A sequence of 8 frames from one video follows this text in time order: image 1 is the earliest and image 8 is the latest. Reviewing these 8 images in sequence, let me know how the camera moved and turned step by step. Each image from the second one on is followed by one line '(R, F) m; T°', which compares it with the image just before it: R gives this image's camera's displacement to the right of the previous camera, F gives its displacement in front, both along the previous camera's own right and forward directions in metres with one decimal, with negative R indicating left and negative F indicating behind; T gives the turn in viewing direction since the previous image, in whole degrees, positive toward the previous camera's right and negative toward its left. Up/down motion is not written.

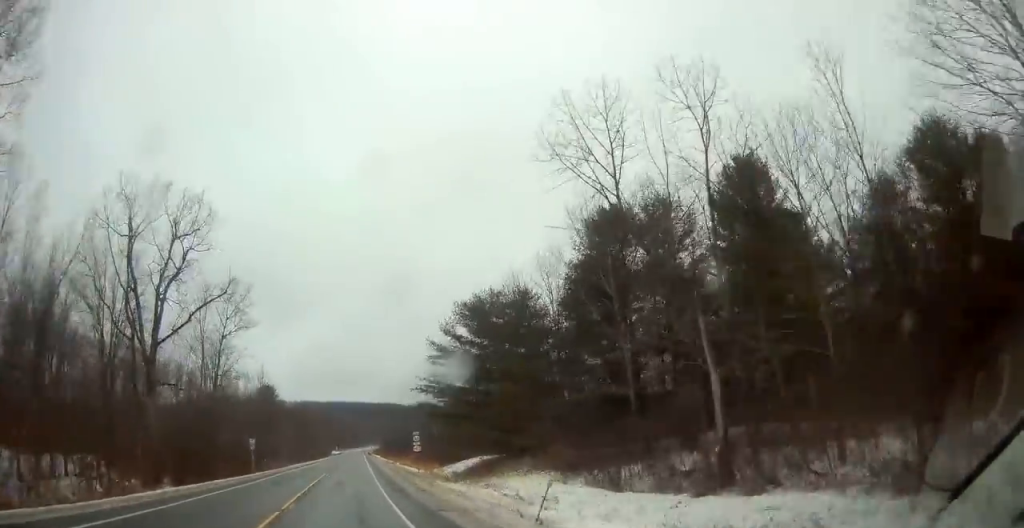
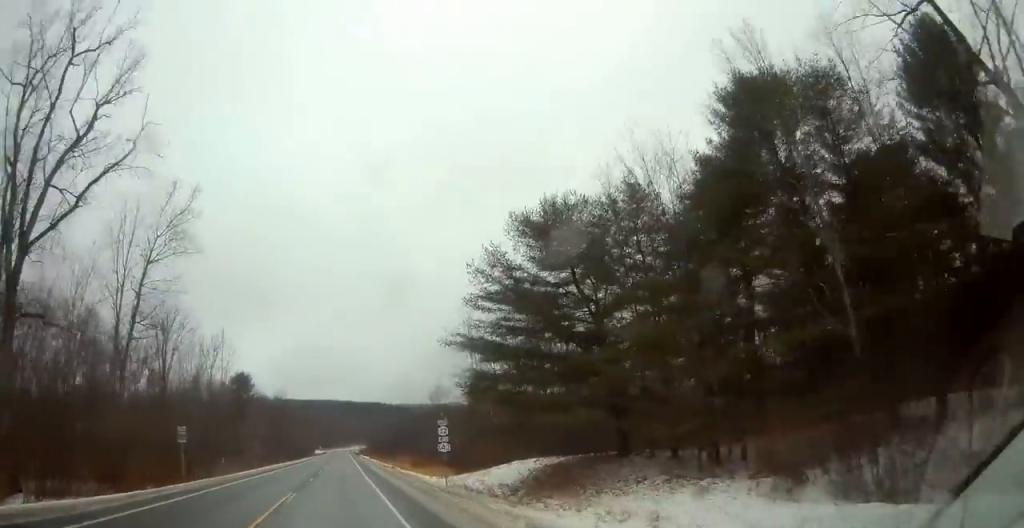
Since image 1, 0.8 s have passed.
(+0.4, +20.4) m; +1°
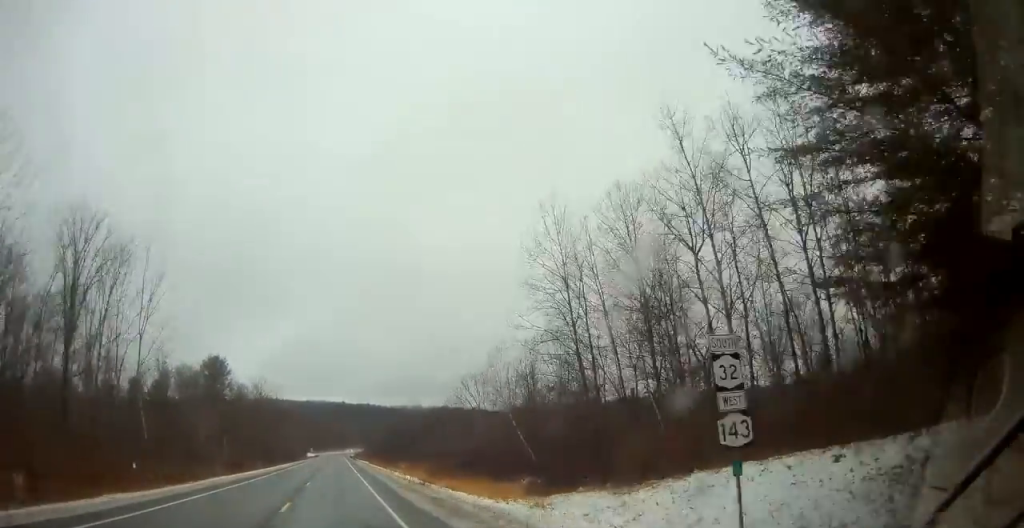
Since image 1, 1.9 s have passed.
(+0.1, +26.1) m; 0°
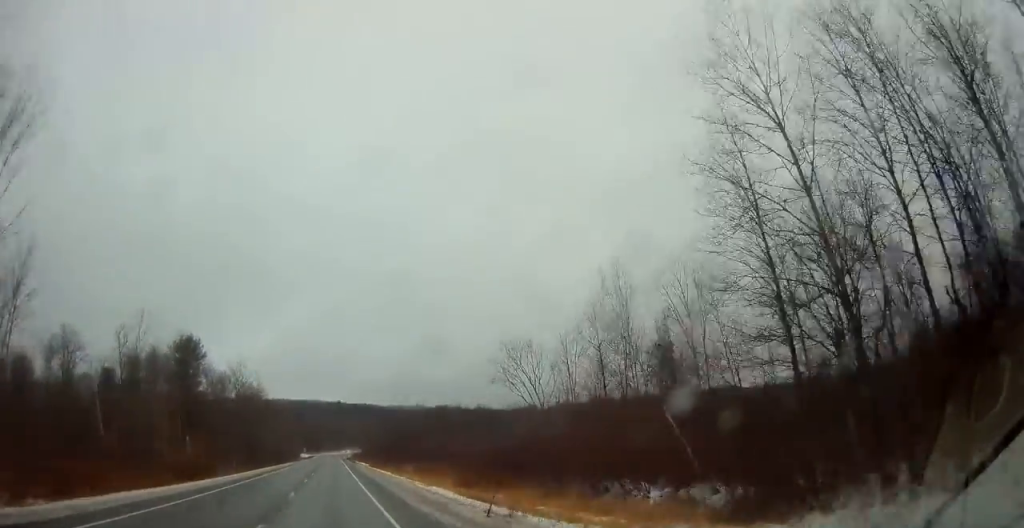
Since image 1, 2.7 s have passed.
(-0.1, +19.6) m; 0°
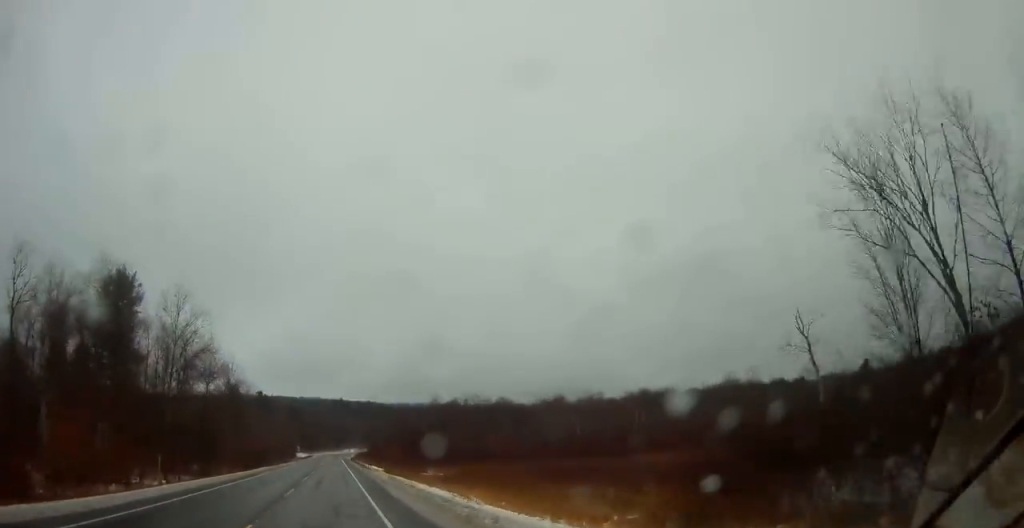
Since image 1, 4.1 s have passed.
(+0.2, +35.1) m; +1°
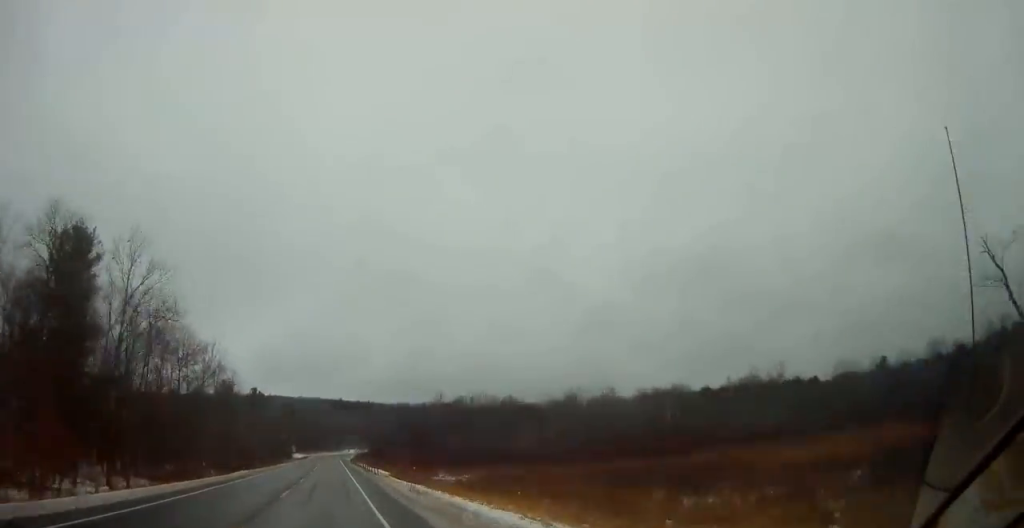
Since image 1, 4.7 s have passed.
(0.0, +13.0) m; 0°
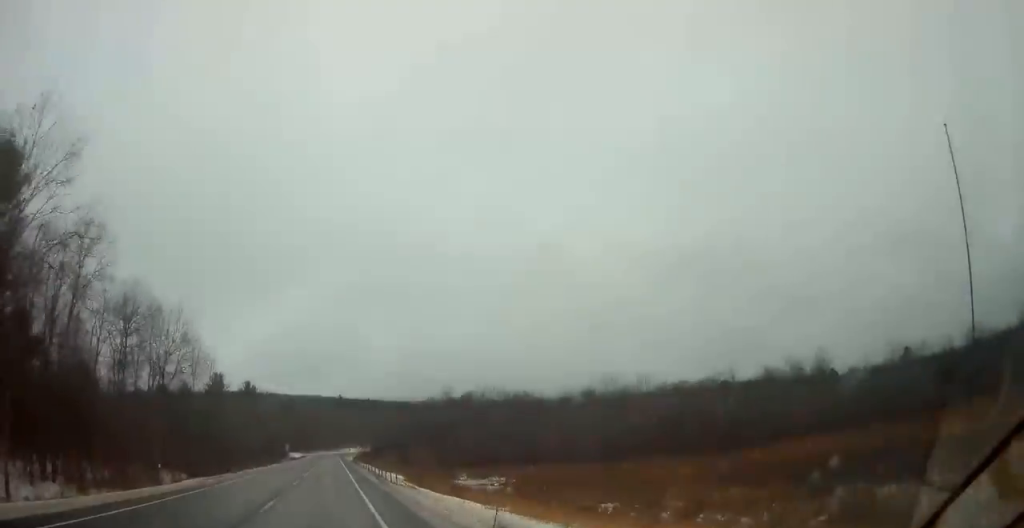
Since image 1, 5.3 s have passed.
(+0.2, +16.4) m; 0°
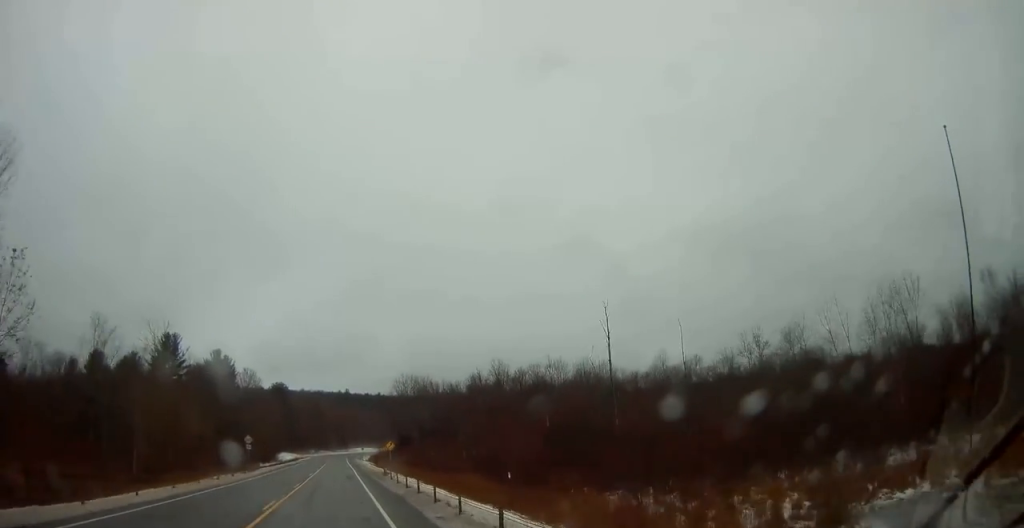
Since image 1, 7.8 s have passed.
(-0.6, +61.1) m; -2°
